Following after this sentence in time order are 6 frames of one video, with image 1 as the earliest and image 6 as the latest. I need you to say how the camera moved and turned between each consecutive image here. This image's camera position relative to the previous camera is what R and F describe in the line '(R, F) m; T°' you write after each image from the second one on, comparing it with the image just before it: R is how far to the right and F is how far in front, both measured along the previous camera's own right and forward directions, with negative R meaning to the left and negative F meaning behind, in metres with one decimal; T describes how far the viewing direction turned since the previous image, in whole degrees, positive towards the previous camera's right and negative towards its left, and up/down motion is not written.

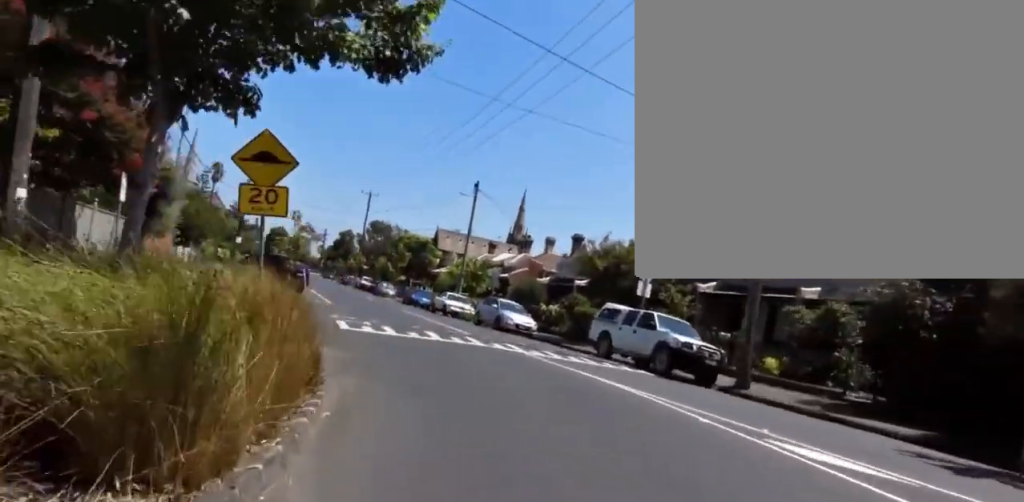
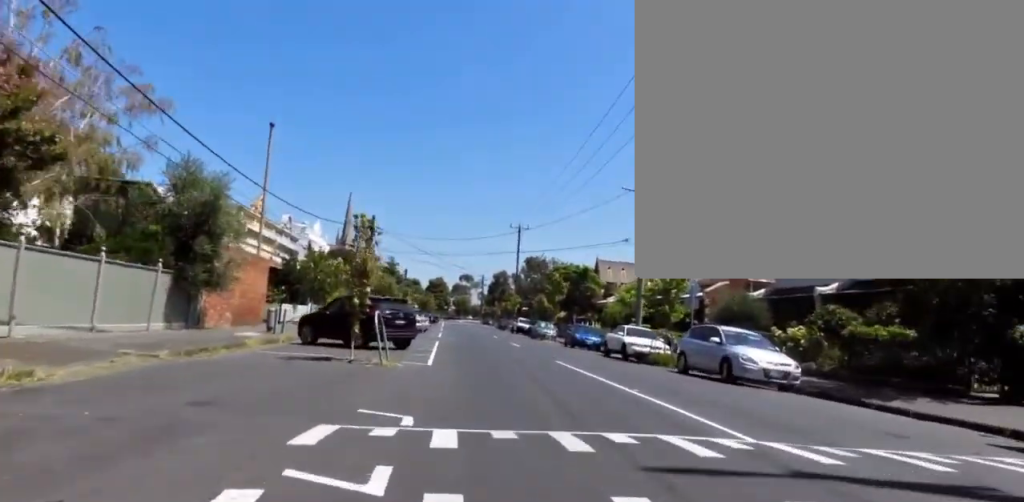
(-0.2, +11.1) m; -3°
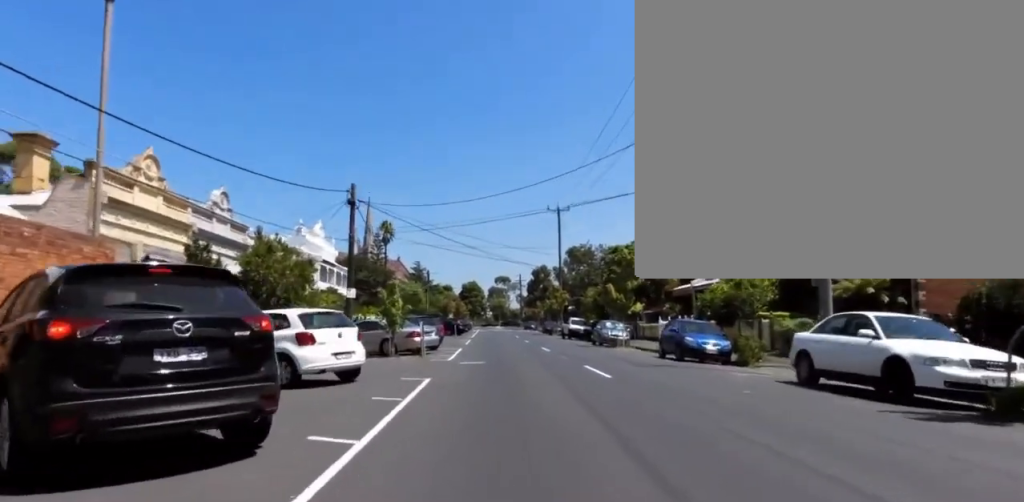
(-0.1, +15.4) m; +2°
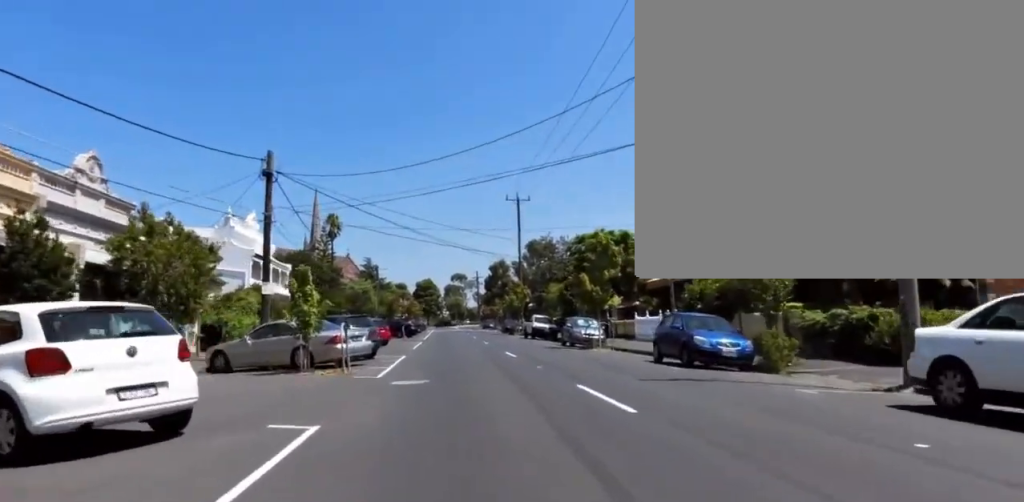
(+0.1, +5.0) m; -3°
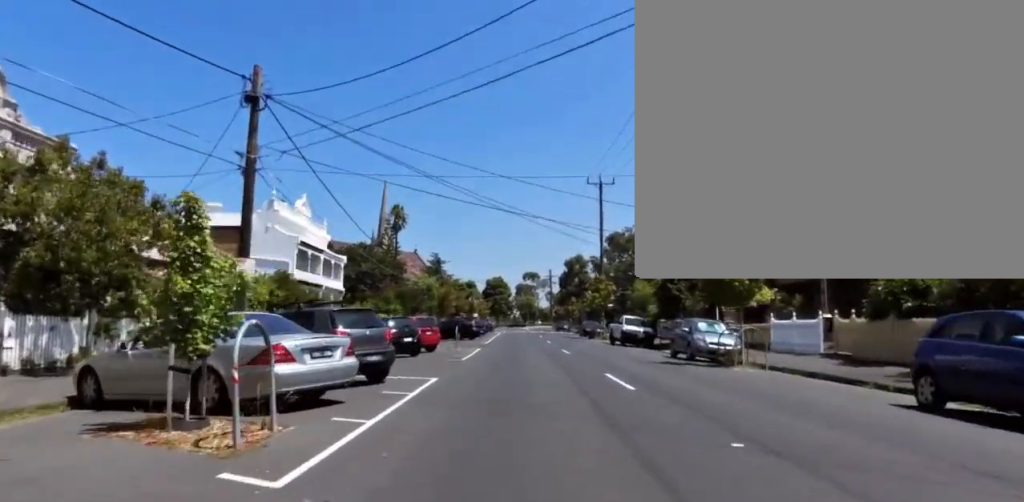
(-0.9, +8.2) m; -13°
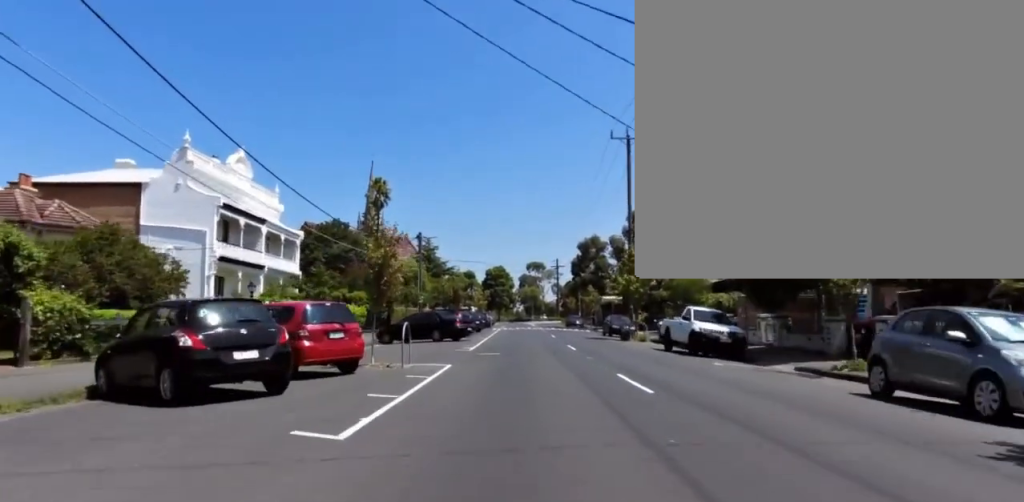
(-0.3, +12.8) m; +4°
